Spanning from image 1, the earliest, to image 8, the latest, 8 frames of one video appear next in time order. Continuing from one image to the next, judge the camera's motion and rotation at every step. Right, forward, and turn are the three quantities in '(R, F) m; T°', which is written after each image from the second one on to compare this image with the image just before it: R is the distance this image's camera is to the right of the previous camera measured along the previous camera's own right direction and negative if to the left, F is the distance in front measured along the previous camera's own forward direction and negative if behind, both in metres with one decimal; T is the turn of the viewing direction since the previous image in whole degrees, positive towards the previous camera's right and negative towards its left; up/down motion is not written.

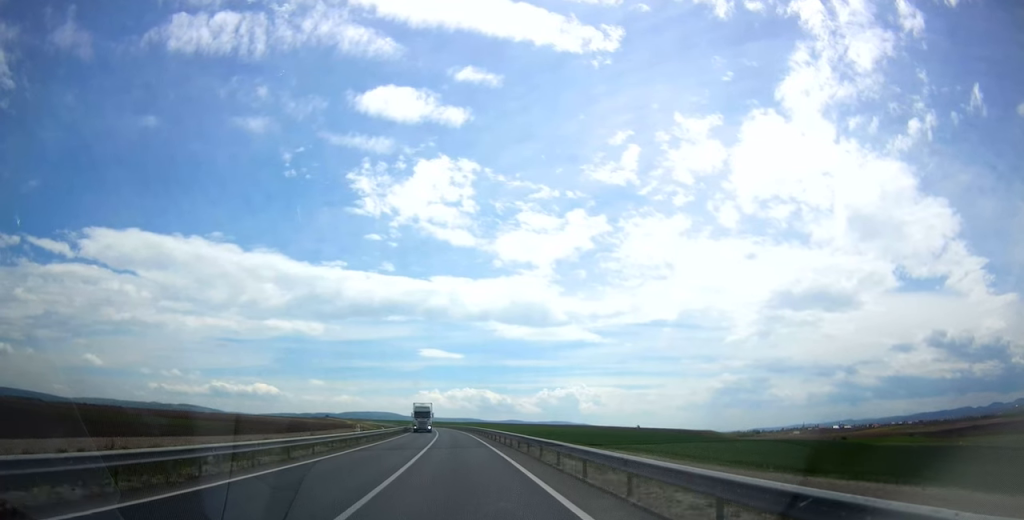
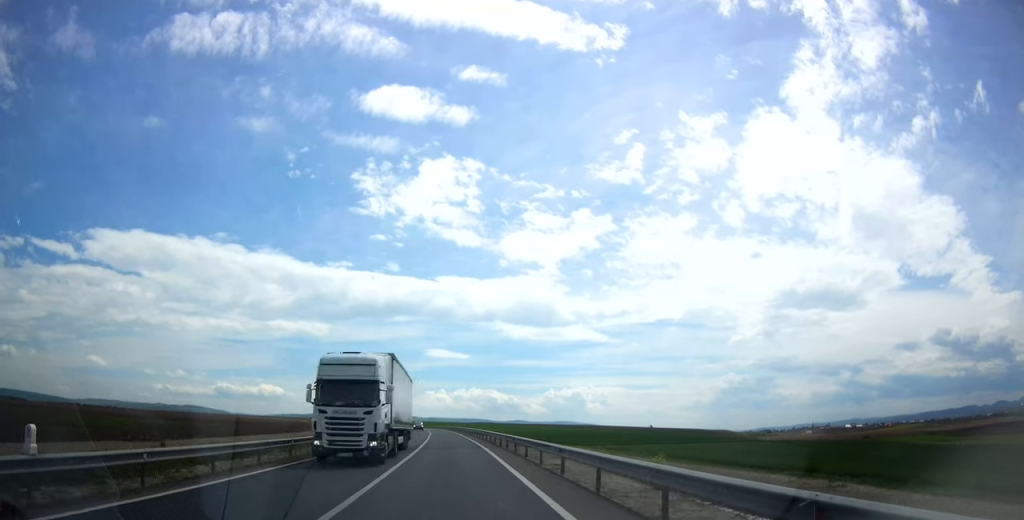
(-1.0, +30.6) m; -1°
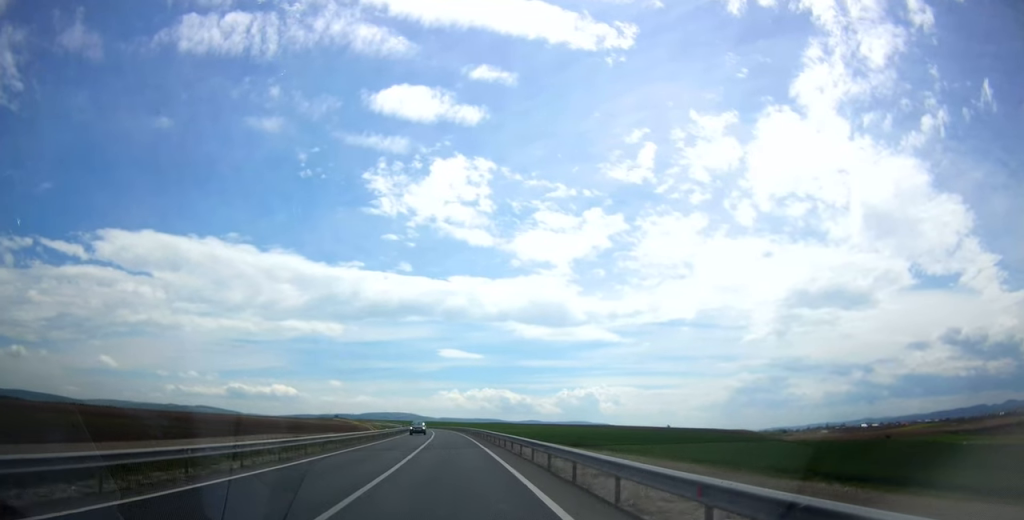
(+0.5, +22.0) m; 0°
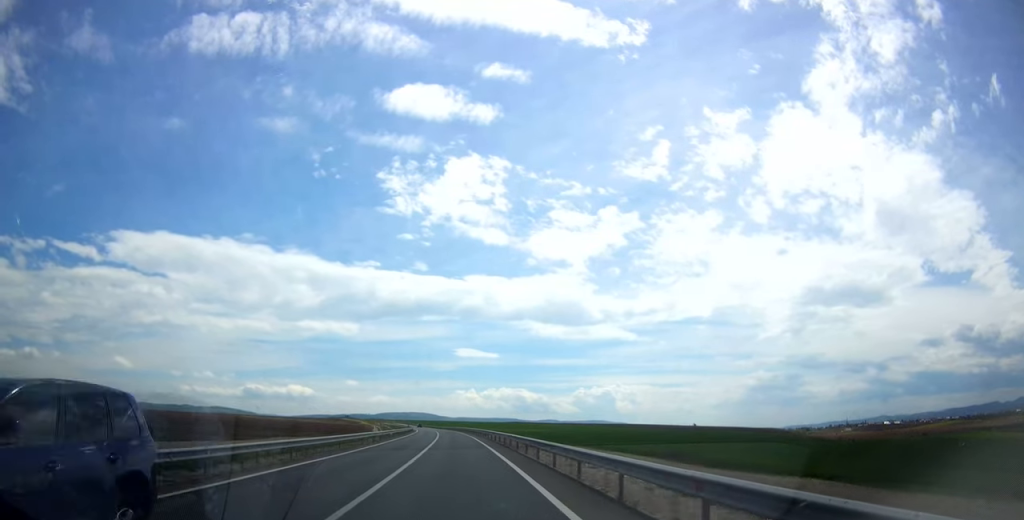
(-0.7, +35.3) m; -1°
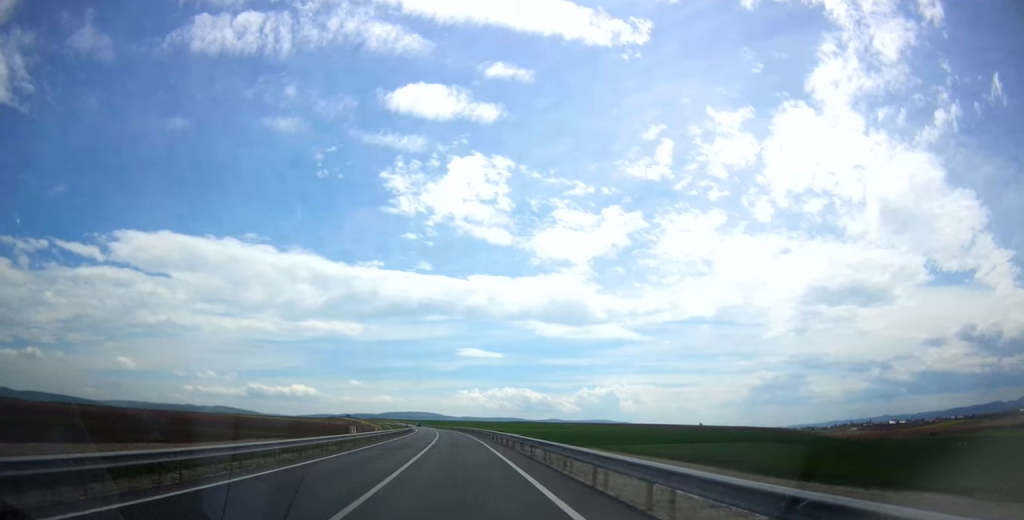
(+0.2, +10.3) m; 0°
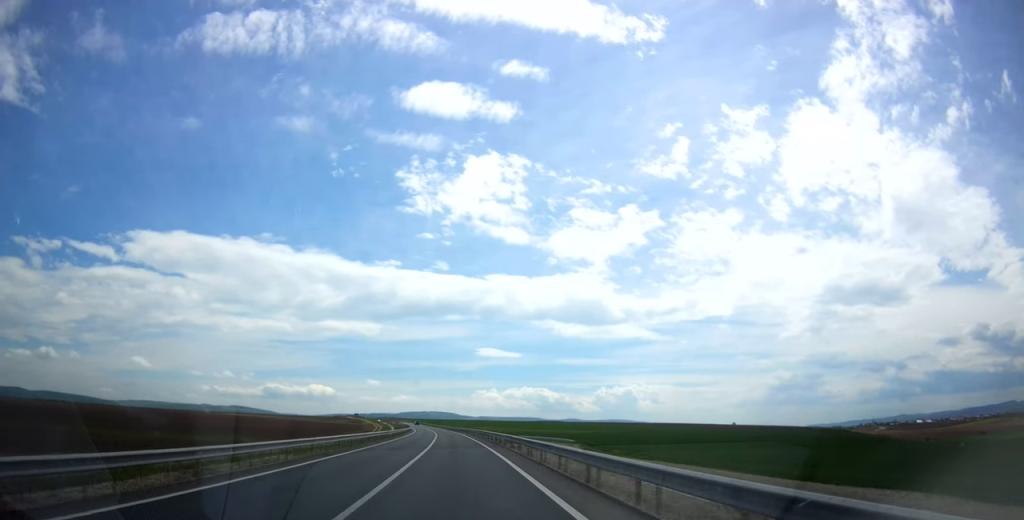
(-1.8, +51.4) m; -3°
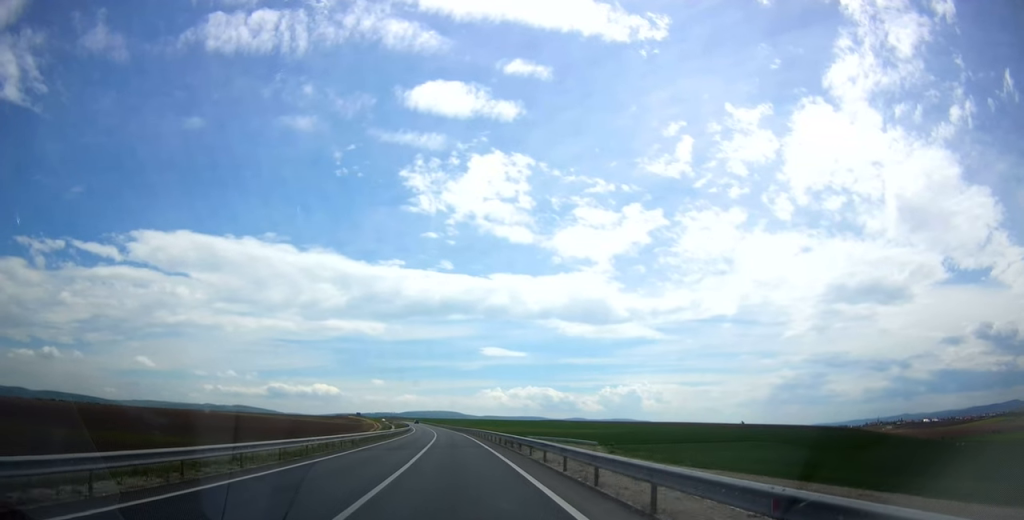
(-0.3, +12.3) m; 0°
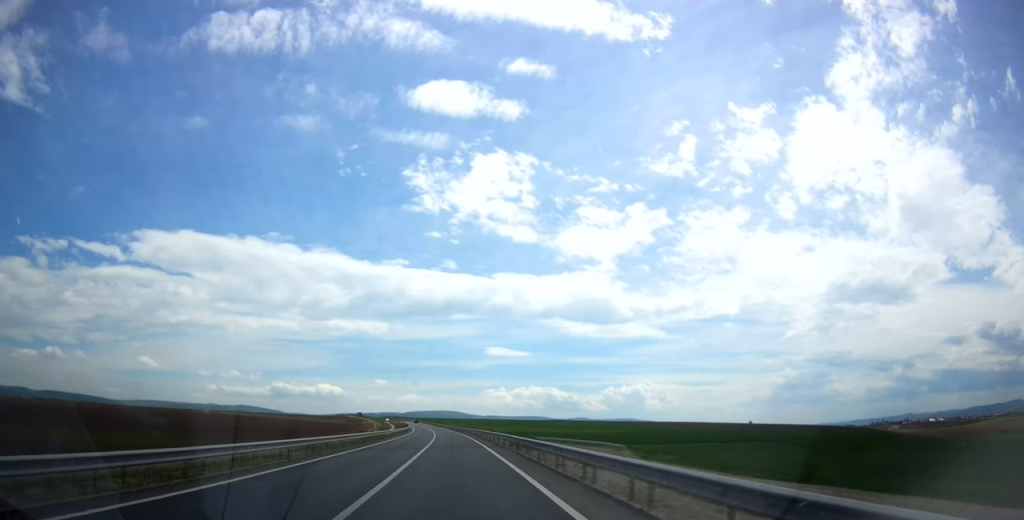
(+0.3, +11.3) m; 0°
